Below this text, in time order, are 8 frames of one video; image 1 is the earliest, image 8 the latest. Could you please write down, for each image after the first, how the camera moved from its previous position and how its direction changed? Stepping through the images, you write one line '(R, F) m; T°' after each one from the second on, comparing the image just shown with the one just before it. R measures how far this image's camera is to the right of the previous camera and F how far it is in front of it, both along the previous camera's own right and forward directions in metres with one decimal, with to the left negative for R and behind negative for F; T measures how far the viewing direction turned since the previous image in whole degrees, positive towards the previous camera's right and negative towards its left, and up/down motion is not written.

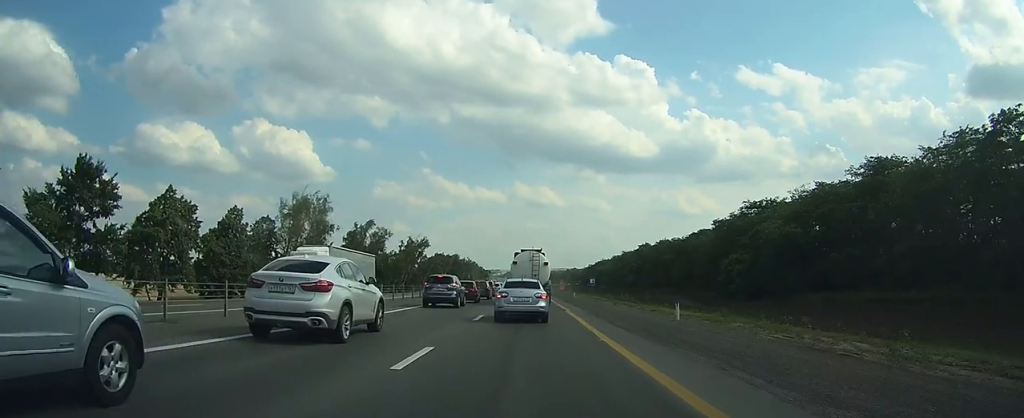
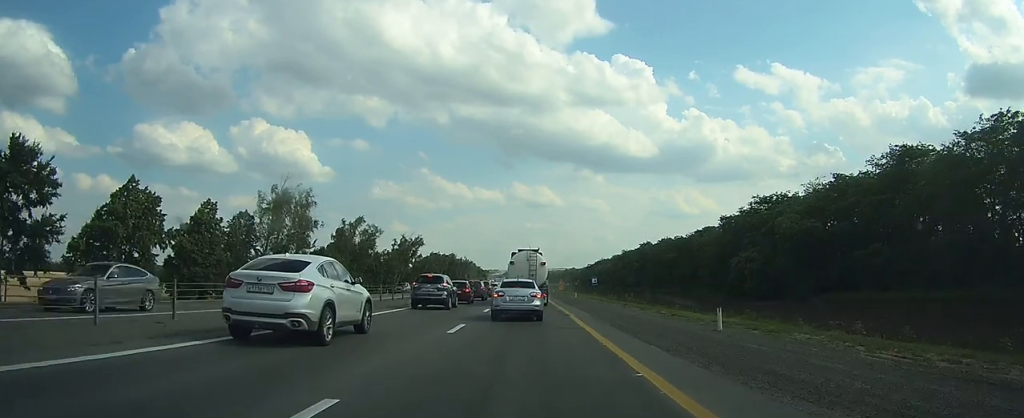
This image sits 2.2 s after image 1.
(-0.1, +4.9) m; -1°
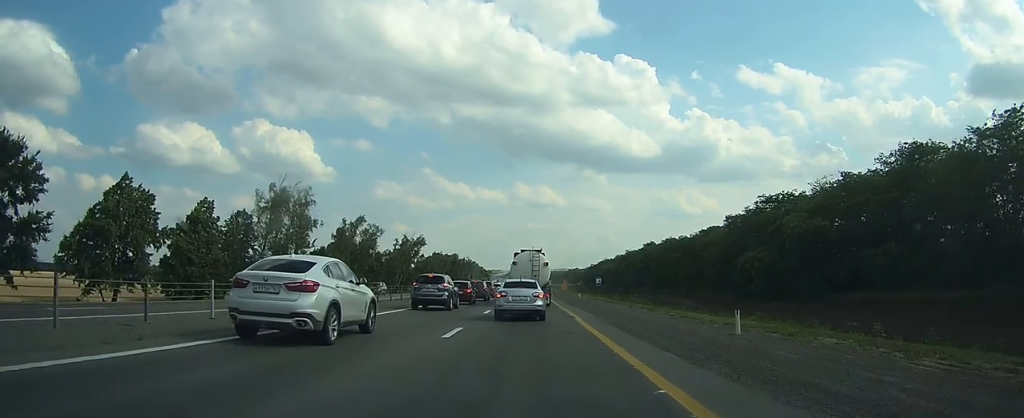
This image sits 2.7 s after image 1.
(0.0, +1.0) m; +2°
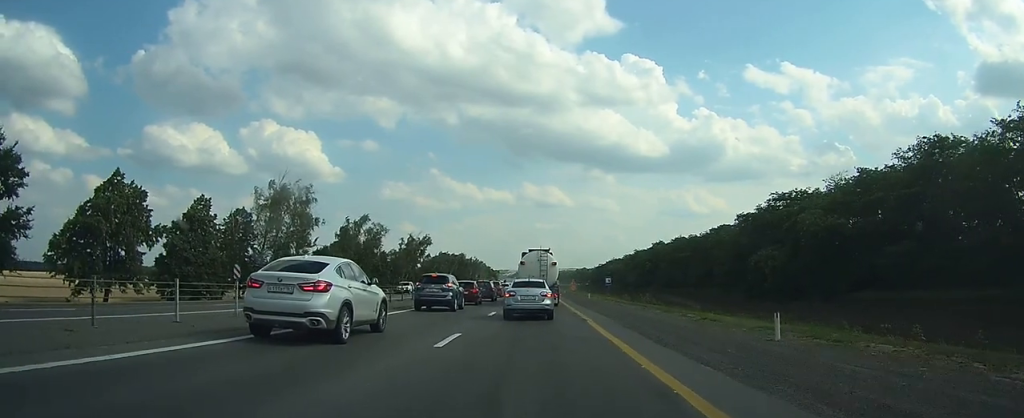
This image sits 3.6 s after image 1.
(+0.1, +1.6) m; +2°
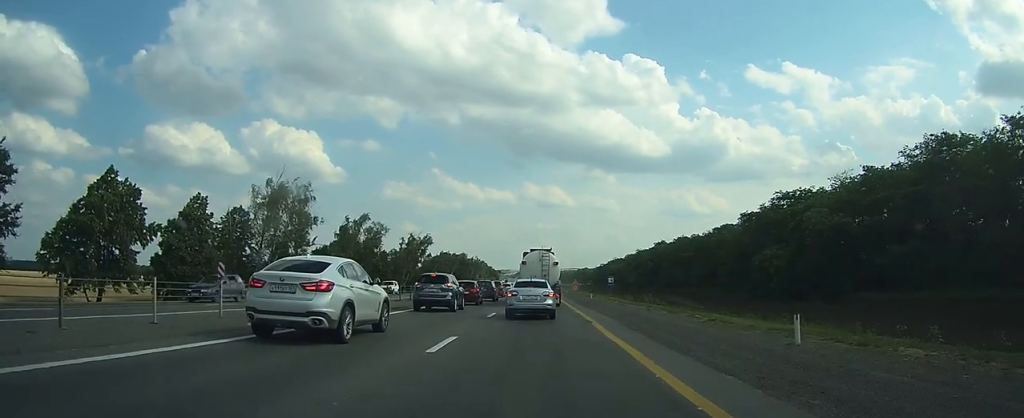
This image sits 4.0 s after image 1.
(0.0, +0.7) m; 0°
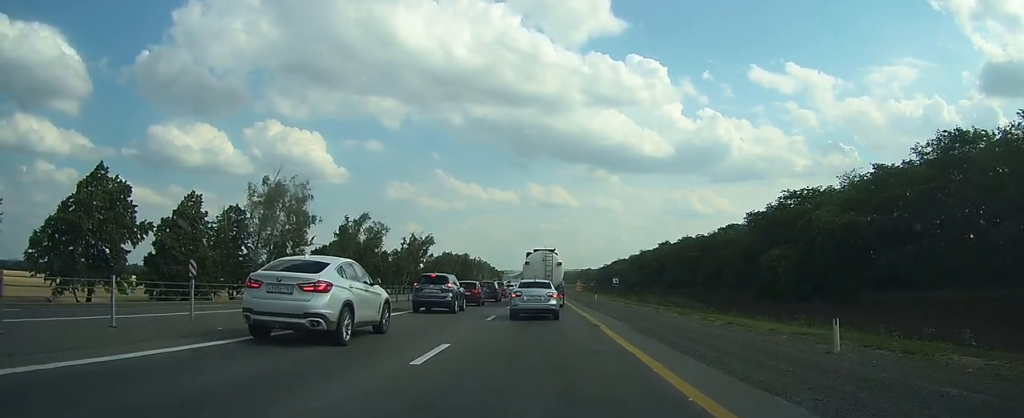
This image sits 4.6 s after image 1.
(0.0, +1.2) m; -2°
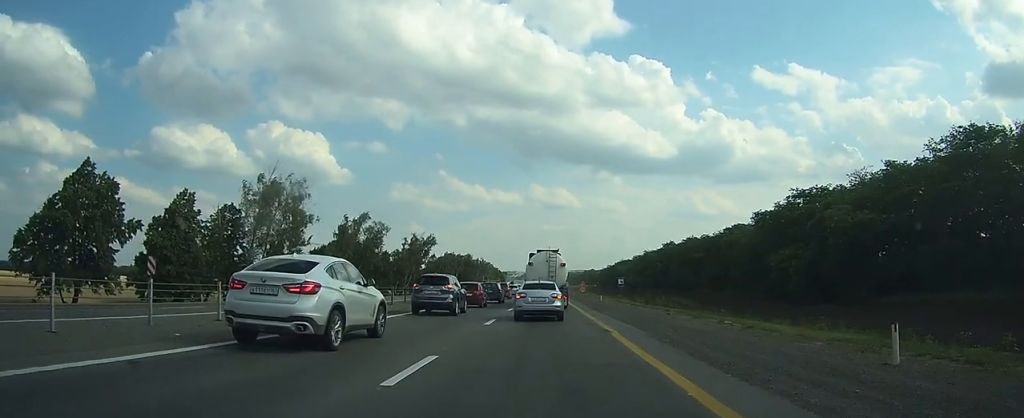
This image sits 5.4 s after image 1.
(0.0, +1.4) m; -1°
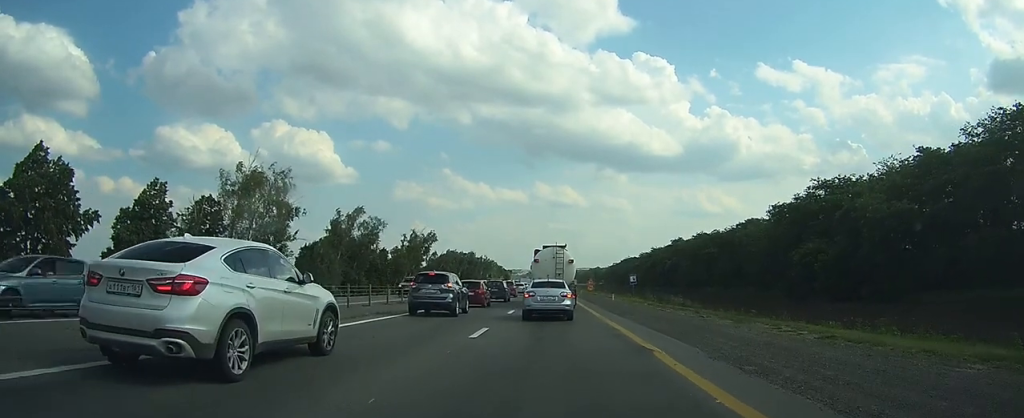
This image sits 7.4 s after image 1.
(0.0, +3.8) m; -1°
